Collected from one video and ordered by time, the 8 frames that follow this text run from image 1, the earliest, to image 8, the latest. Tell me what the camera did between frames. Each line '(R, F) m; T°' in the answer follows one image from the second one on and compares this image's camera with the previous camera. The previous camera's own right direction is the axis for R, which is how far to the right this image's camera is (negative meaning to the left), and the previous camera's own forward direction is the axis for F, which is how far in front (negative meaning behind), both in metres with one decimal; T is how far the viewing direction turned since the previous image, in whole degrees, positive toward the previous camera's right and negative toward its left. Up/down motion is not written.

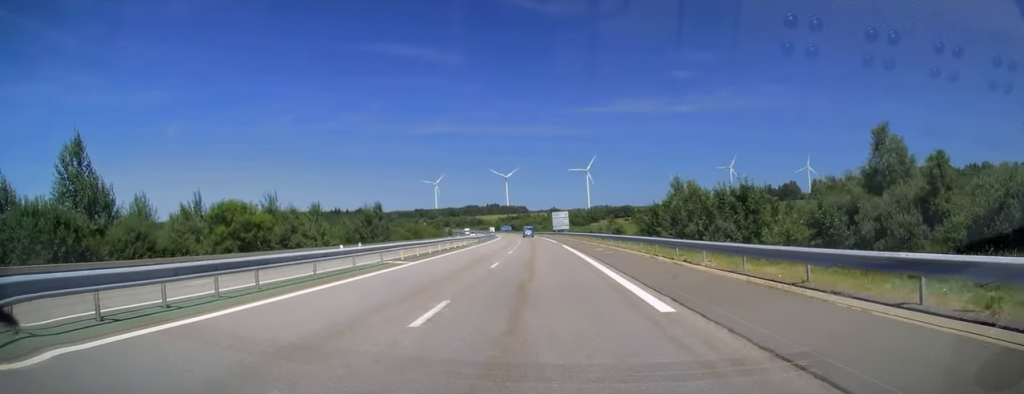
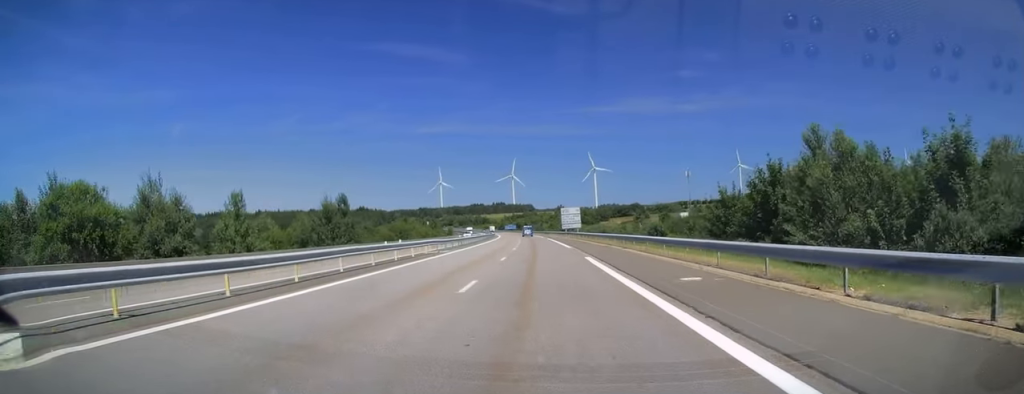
(0.0, +21.6) m; 0°
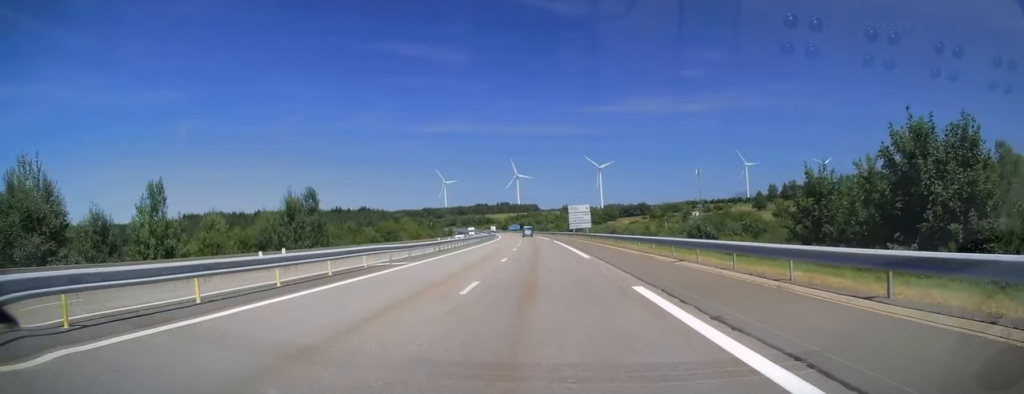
(0.0, +13.3) m; 0°
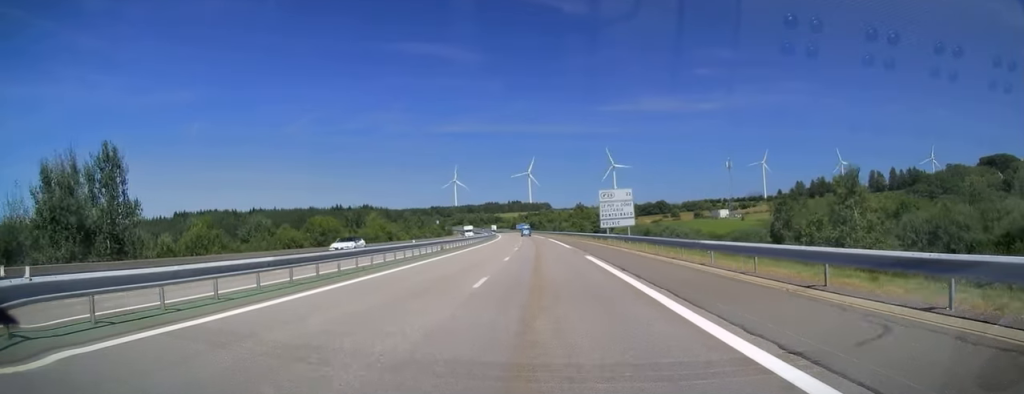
(-0.2, +37.4) m; -1°
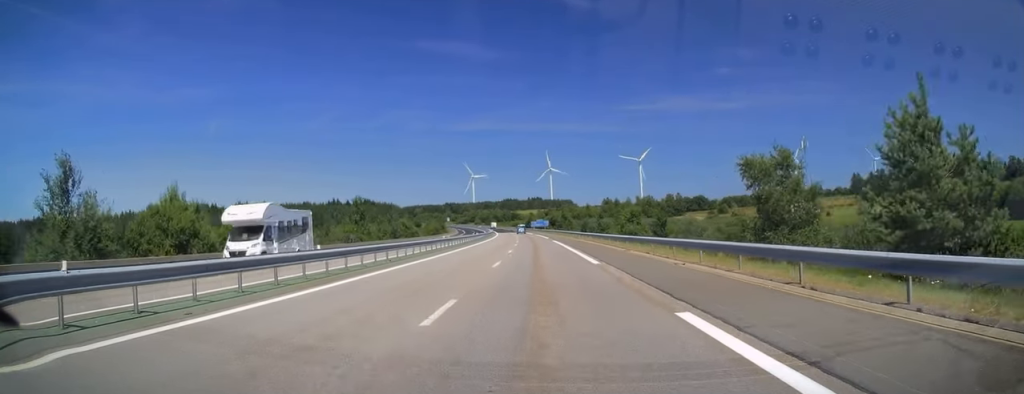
(-2.0, +71.1) m; -3°
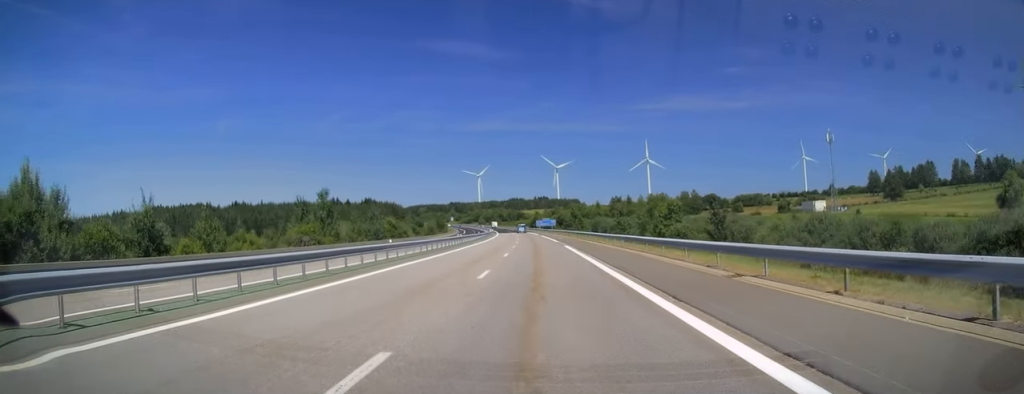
(-0.1, +18.1) m; 0°
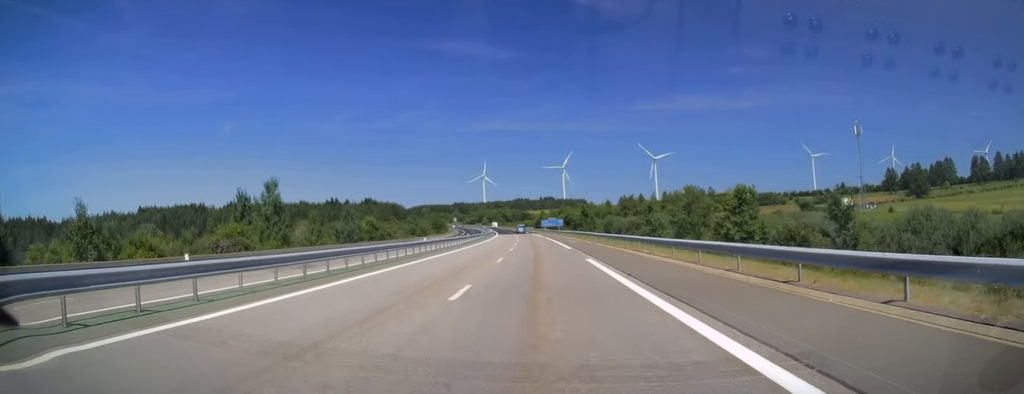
(0.0, +18.1) m; 0°
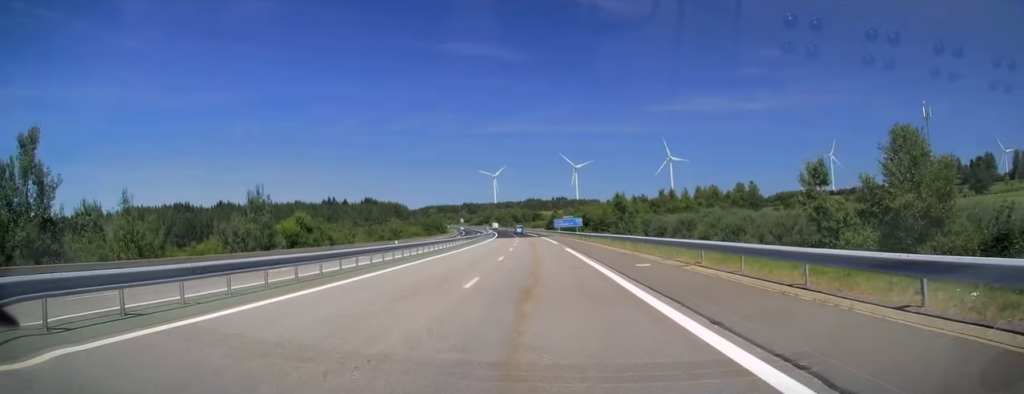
(-0.3, +36.6) m; -1°
